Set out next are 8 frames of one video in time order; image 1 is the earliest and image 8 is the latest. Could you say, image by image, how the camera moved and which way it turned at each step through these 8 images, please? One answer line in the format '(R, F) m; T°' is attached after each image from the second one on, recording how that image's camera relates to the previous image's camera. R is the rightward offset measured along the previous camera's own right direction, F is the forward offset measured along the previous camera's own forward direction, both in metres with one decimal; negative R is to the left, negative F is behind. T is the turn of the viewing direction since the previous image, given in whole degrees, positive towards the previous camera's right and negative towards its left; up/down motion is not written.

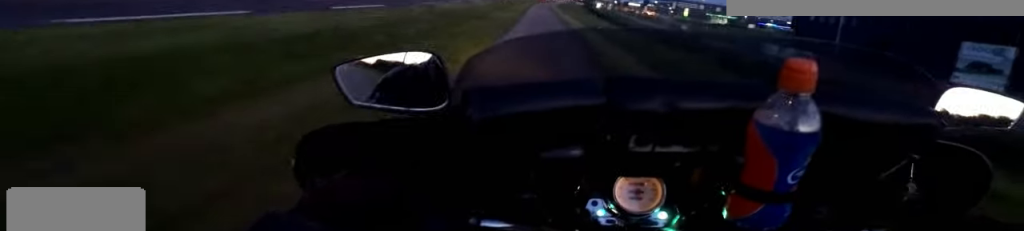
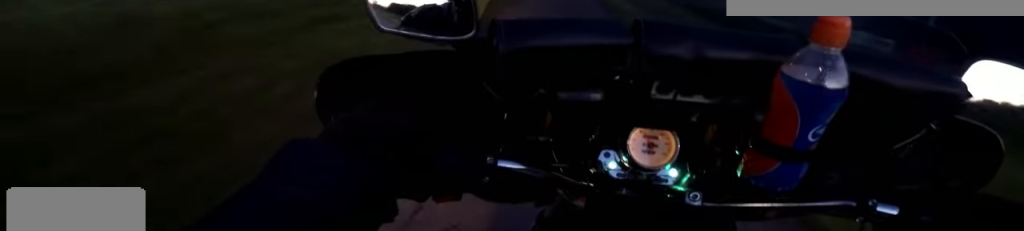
(-0.2, +7.2) m; +3°
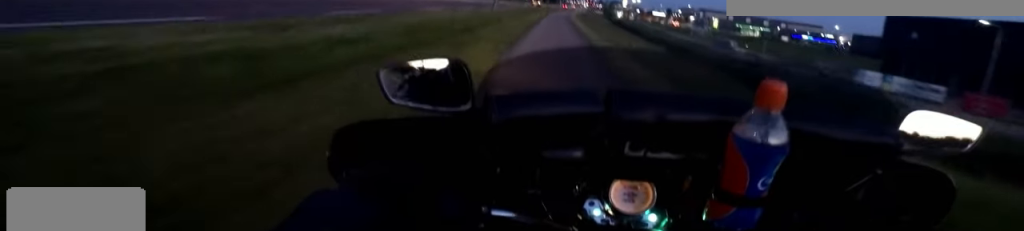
(+0.5, +6.3) m; 0°
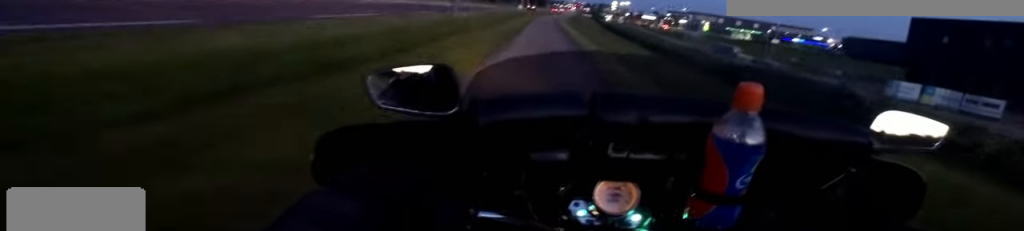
(+0.1, +6.4) m; 0°
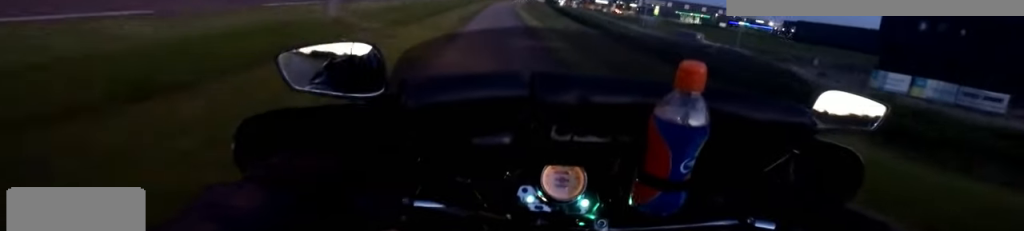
(-0.4, +6.1) m; 0°
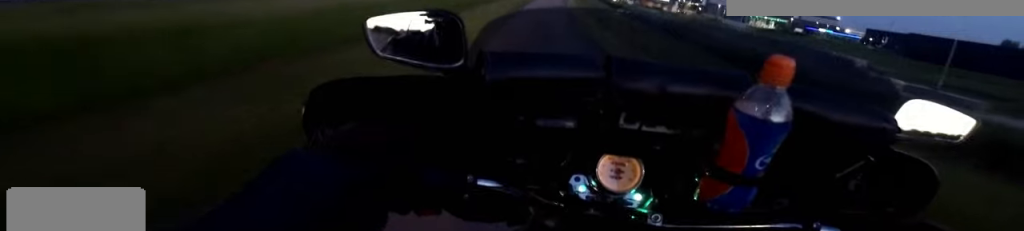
(0.0, +20.6) m; 0°
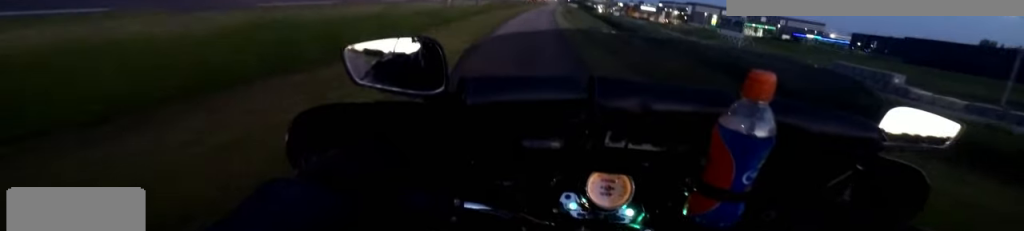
(-0.2, +6.7) m; +1°
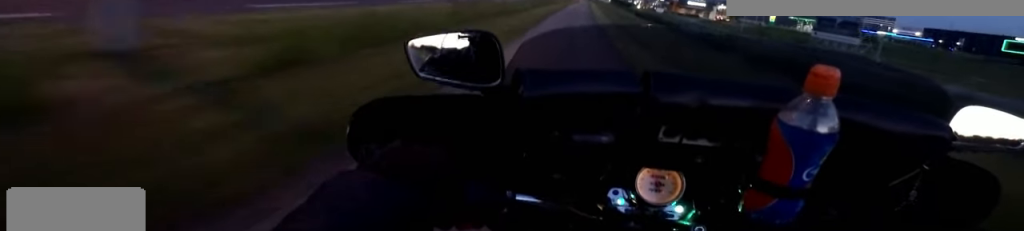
(+0.9, +19.7) m; +3°
